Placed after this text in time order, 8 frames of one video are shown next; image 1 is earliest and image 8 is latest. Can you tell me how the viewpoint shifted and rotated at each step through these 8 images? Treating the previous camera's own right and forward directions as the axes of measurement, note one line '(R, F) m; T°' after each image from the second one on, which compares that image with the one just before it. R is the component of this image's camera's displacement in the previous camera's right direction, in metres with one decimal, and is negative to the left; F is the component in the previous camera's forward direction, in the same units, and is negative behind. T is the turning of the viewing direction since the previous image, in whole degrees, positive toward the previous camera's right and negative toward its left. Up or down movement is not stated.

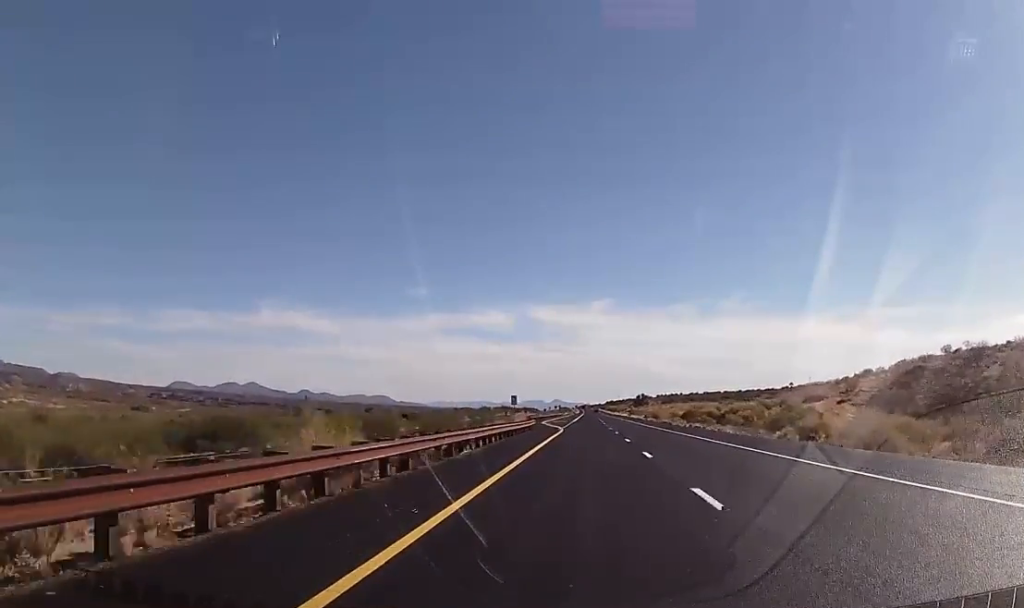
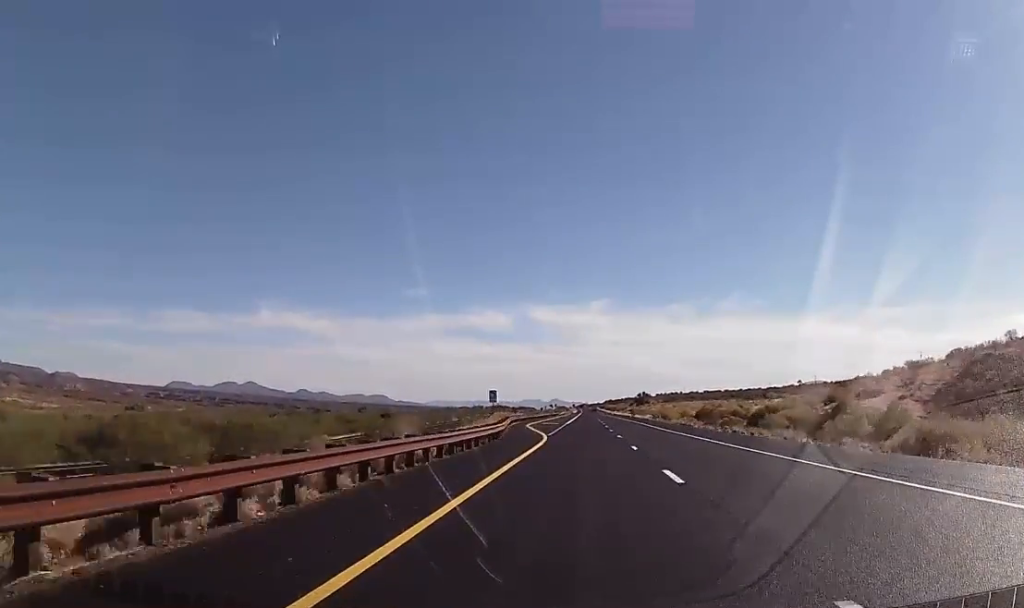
(-0.2, +20.1) m; 0°
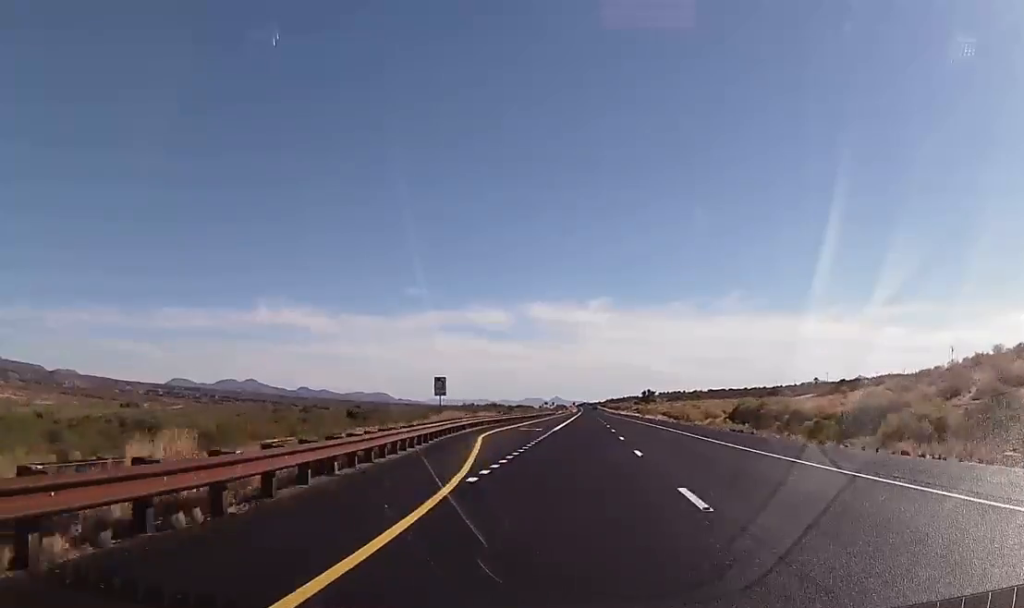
(-0.1, +28.3) m; 0°
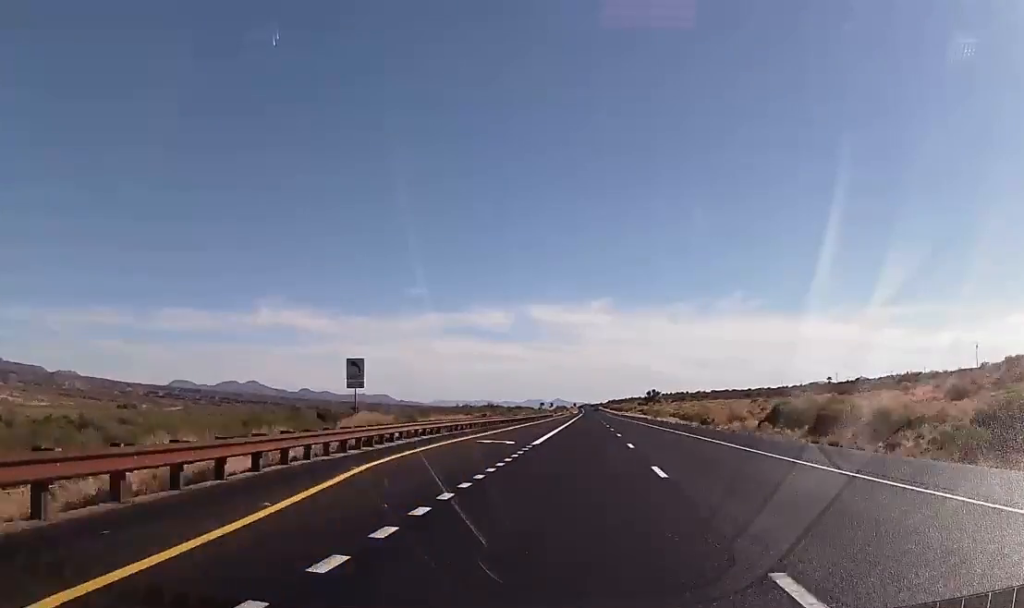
(0.0, +18.9) m; 0°
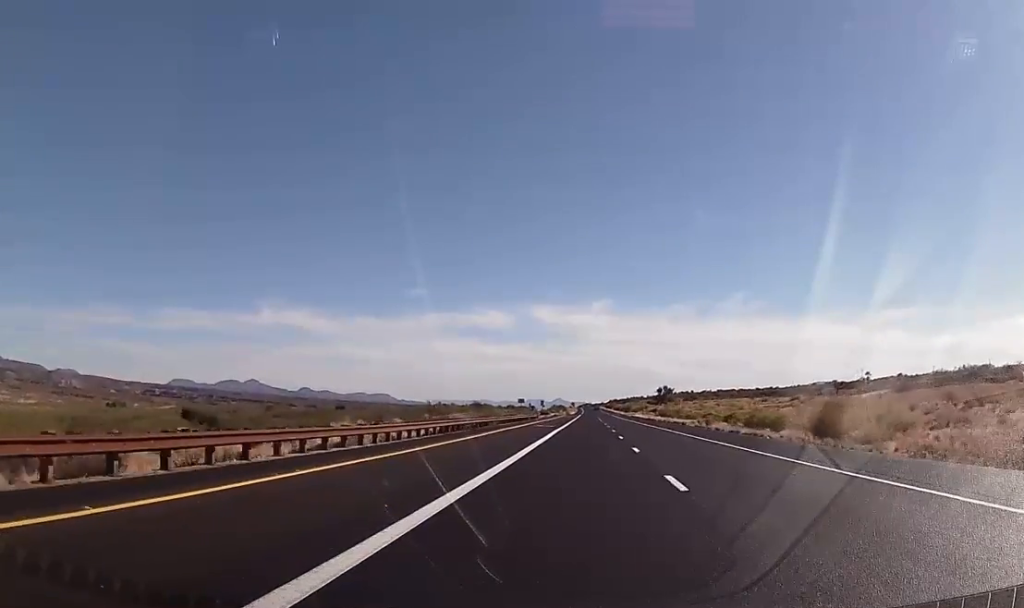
(+0.5, +50.7) m; +1°
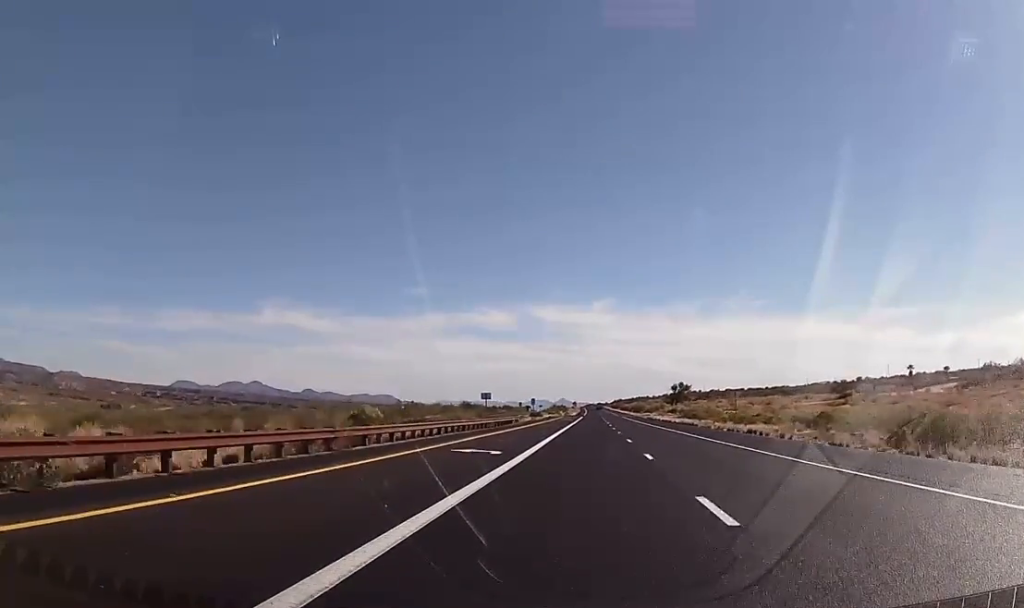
(+0.2, +41.6) m; -1°
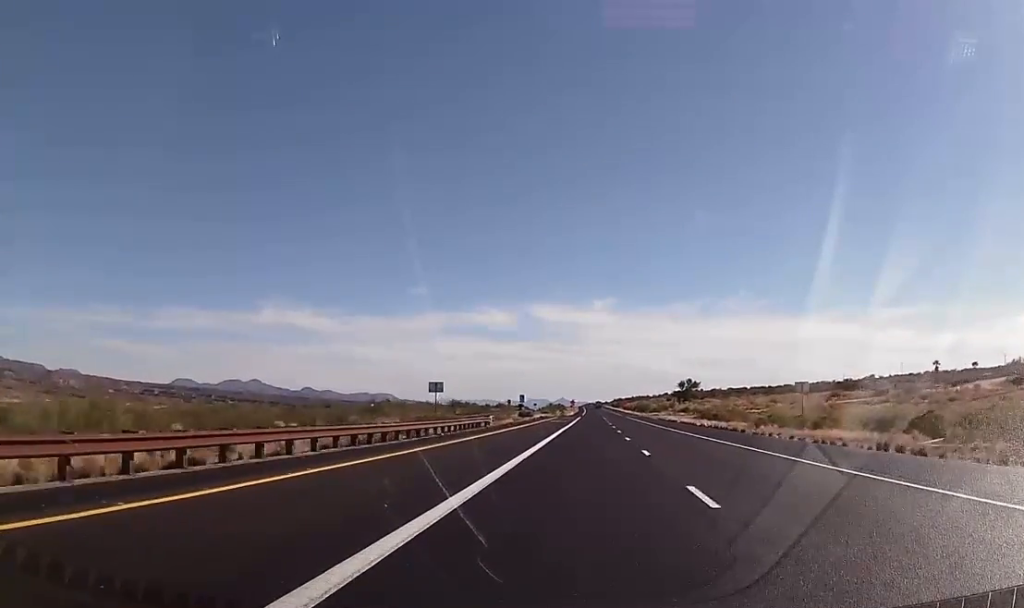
(-0.2, +22.5) m; -1°
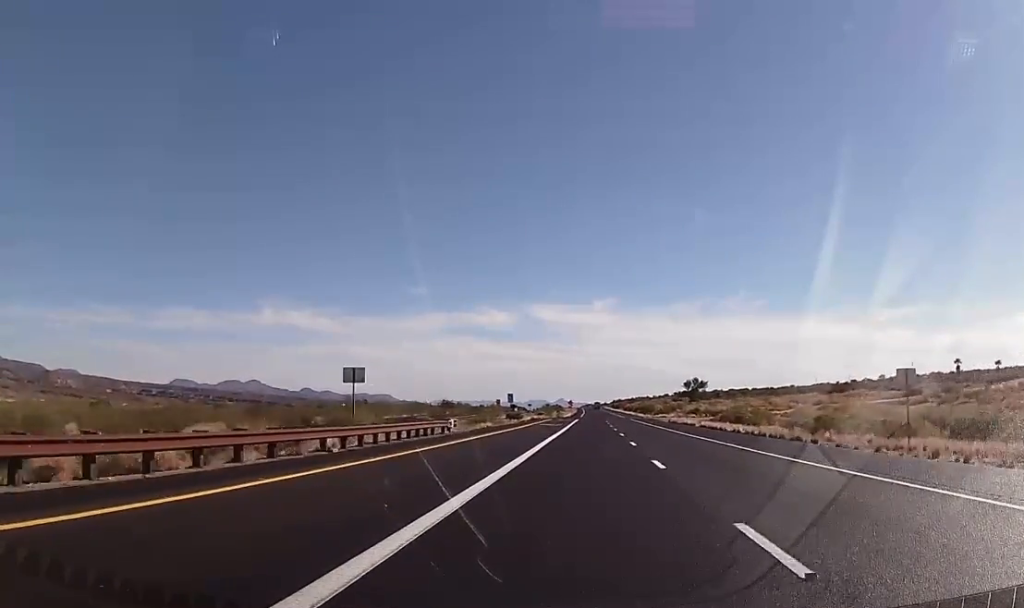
(0.0, +16.6) m; 0°
